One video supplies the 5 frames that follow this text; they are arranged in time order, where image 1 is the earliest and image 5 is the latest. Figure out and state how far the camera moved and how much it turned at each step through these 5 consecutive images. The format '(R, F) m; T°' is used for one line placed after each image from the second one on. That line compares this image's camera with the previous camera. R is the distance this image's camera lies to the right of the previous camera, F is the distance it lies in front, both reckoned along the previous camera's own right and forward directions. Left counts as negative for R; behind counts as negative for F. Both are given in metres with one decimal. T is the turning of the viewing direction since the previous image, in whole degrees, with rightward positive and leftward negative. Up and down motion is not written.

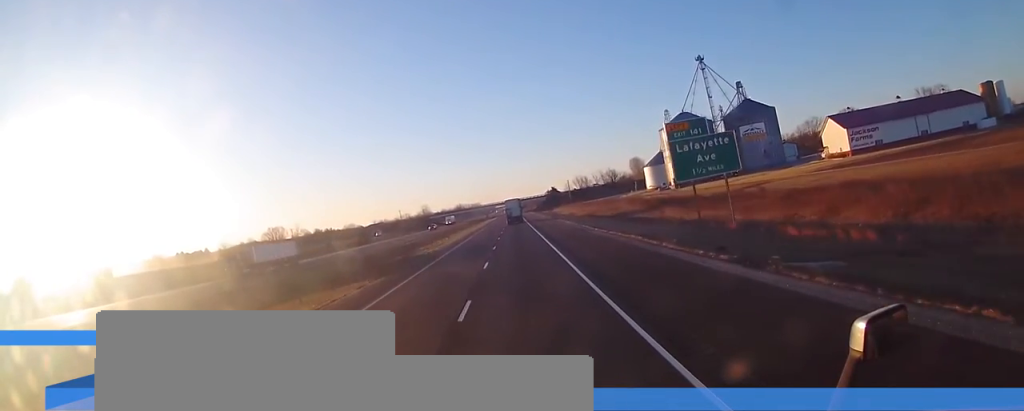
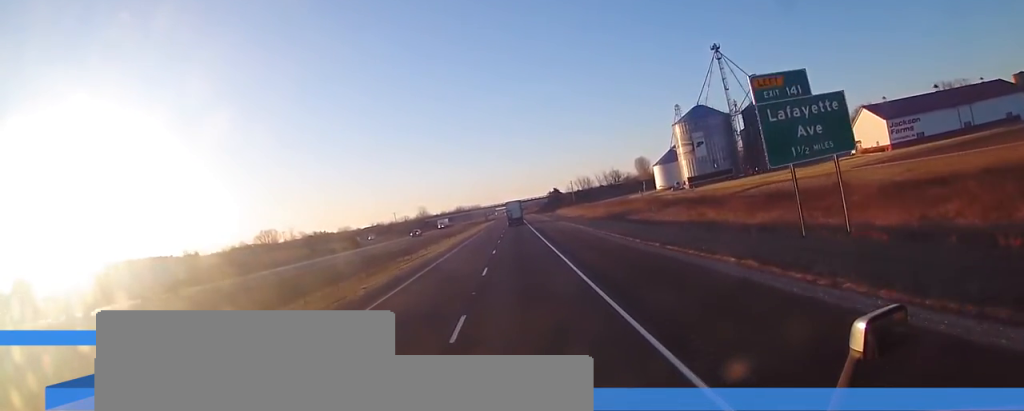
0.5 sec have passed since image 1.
(-0.1, +14.3) m; 0°
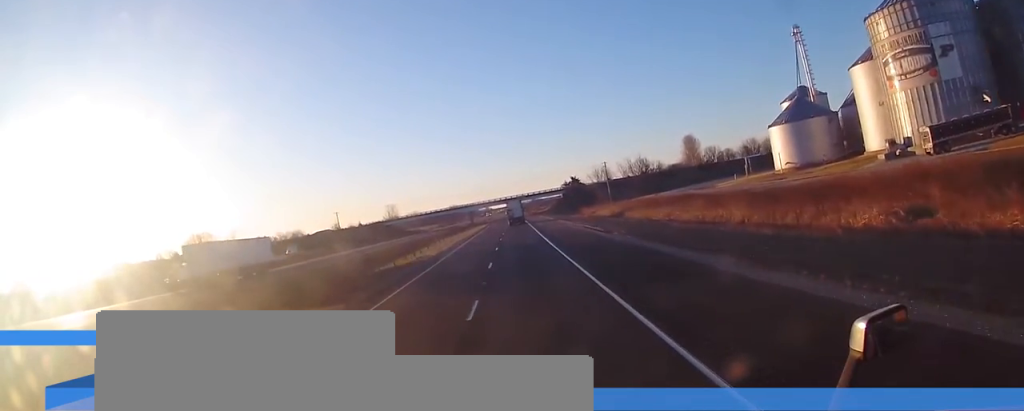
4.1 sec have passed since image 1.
(+0.3, +96.5) m; 0°
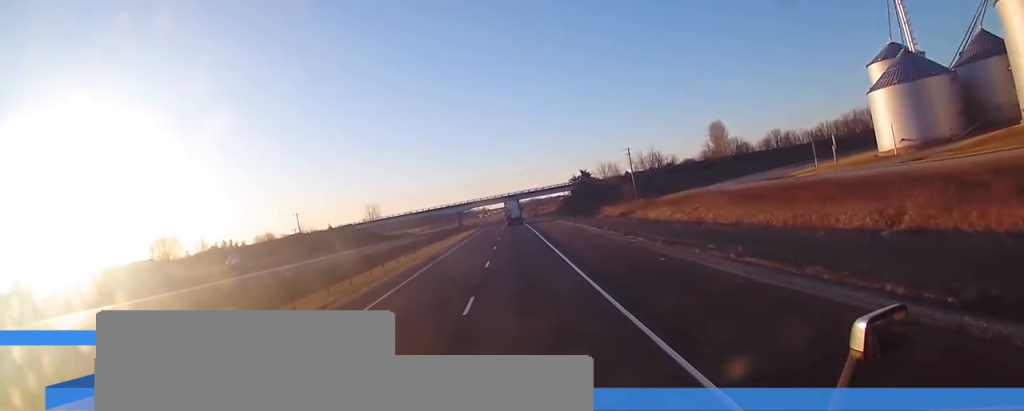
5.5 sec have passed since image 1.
(-0.7, +36.0) m; -1°
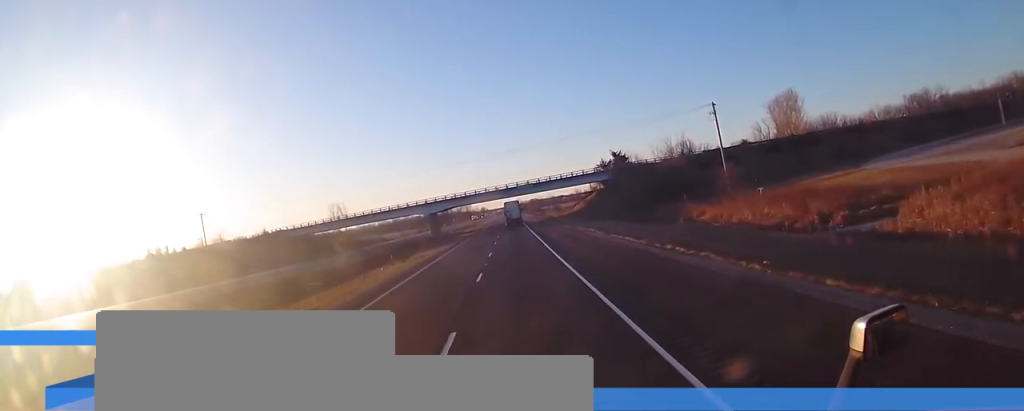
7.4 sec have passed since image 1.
(+0.9, +53.6) m; +1°
